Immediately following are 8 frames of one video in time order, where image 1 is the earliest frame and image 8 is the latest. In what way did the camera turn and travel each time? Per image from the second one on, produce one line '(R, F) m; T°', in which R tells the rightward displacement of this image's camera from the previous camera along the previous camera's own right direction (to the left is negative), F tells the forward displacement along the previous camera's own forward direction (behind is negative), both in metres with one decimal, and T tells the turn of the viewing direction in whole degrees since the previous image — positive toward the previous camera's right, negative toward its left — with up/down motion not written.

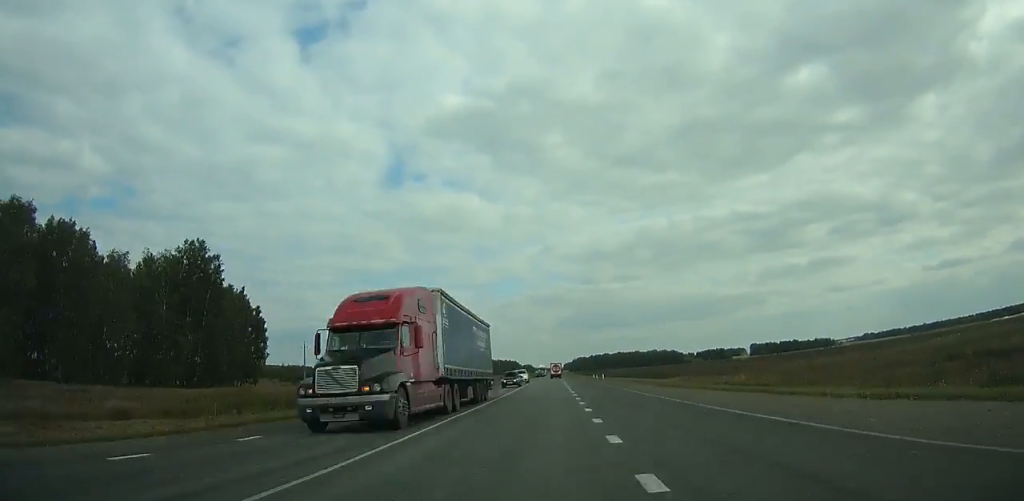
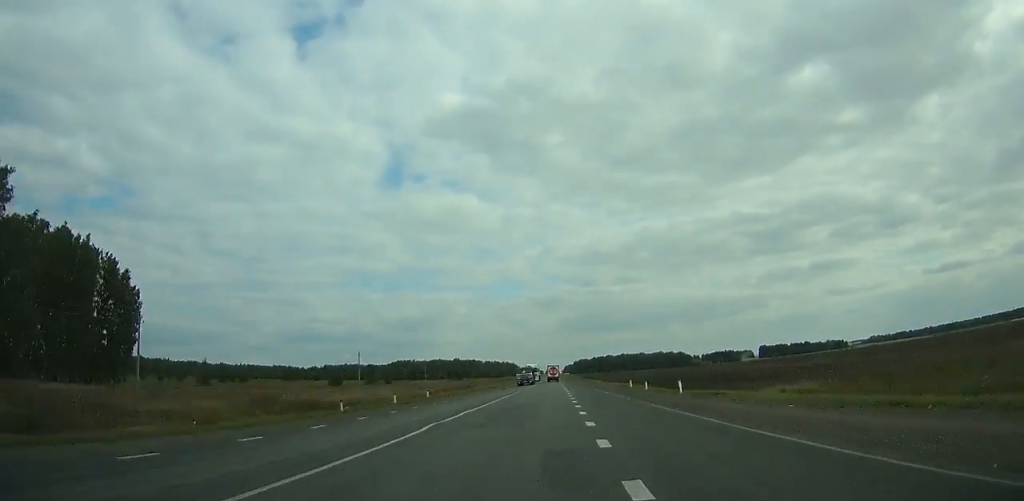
(-0.1, +48.2) m; 0°
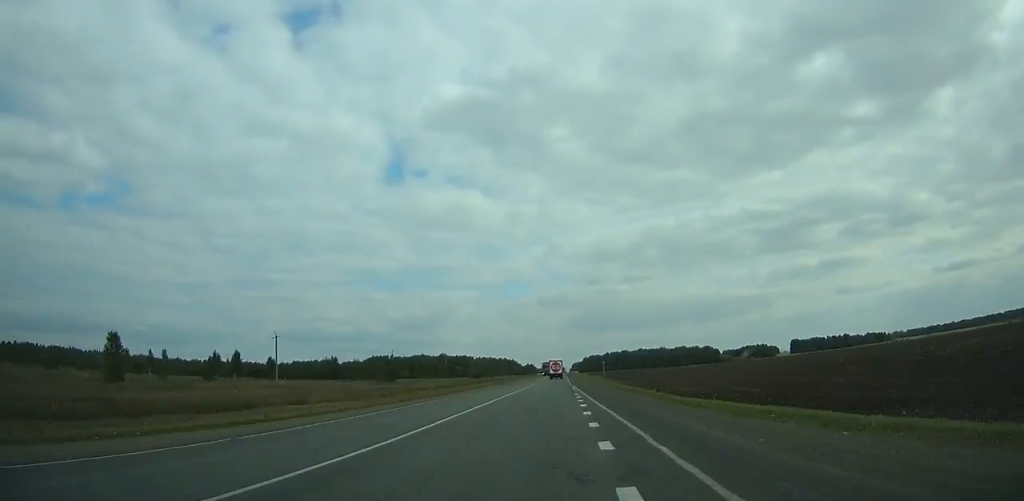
(-0.2, +119.2) m; 0°
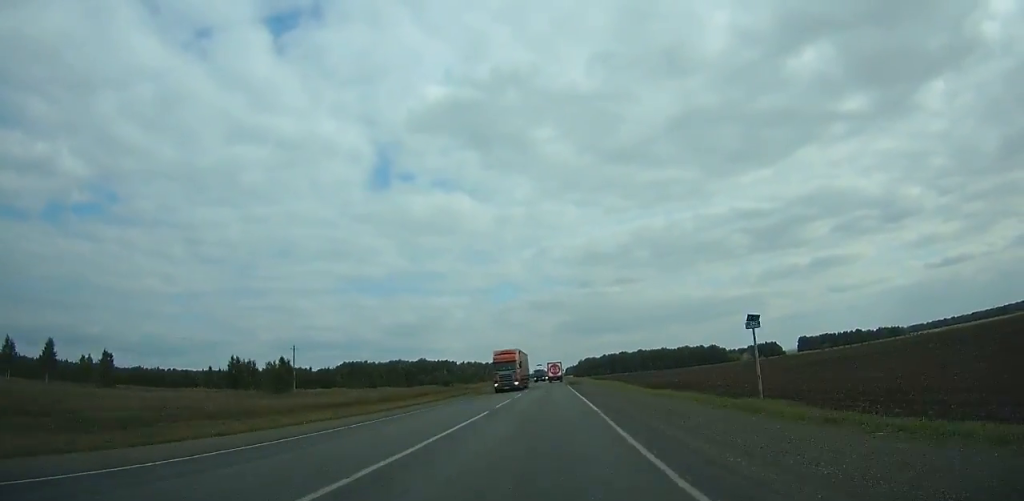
(-0.2, +61.0) m; 0°
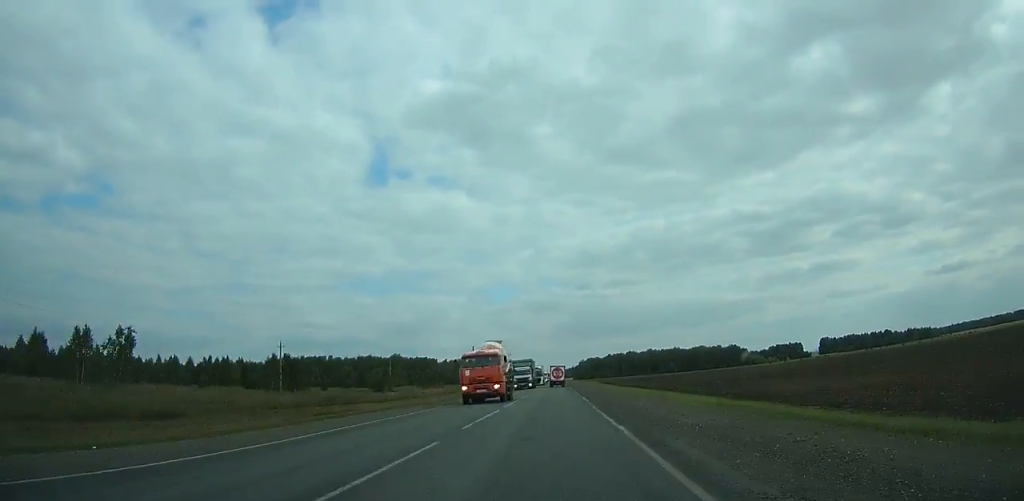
(+0.3, +83.5) m; 0°
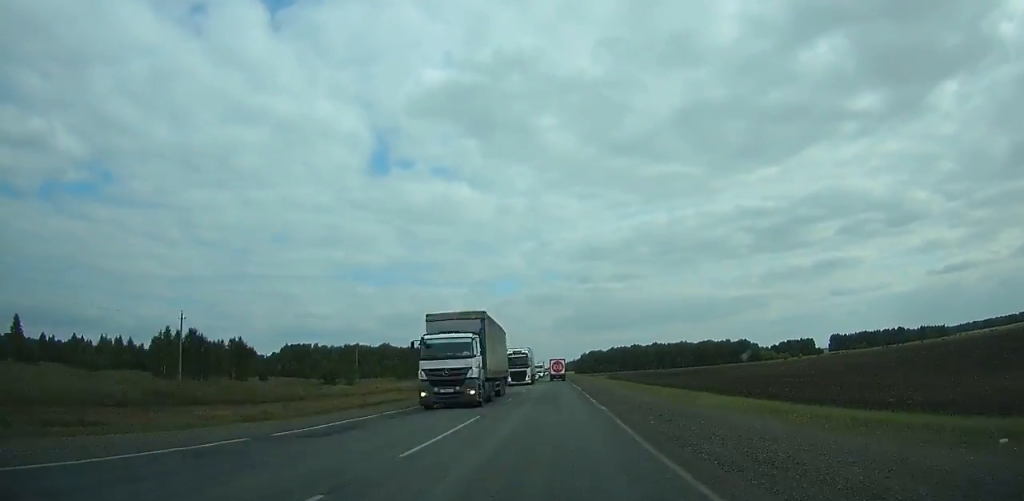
(0.0, +29.9) m; 0°
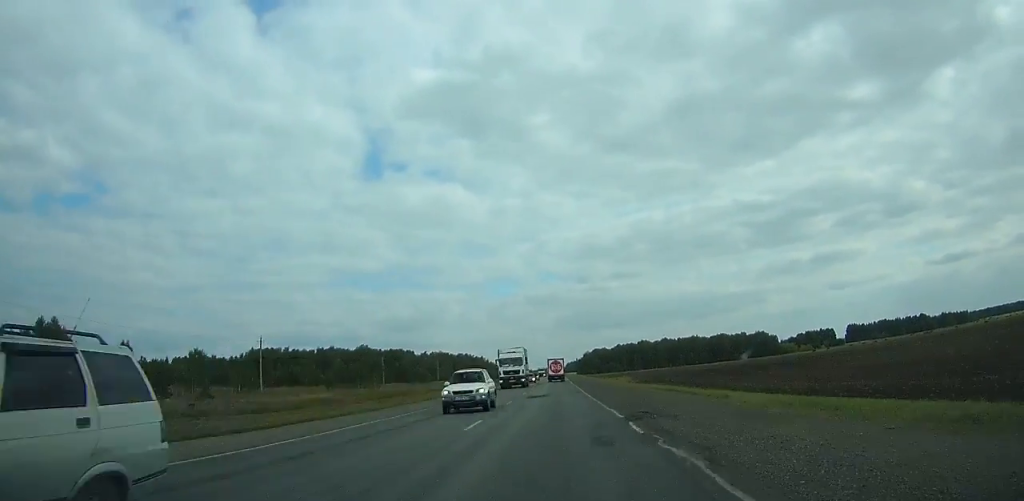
(+0.1, +48.4) m; 0°
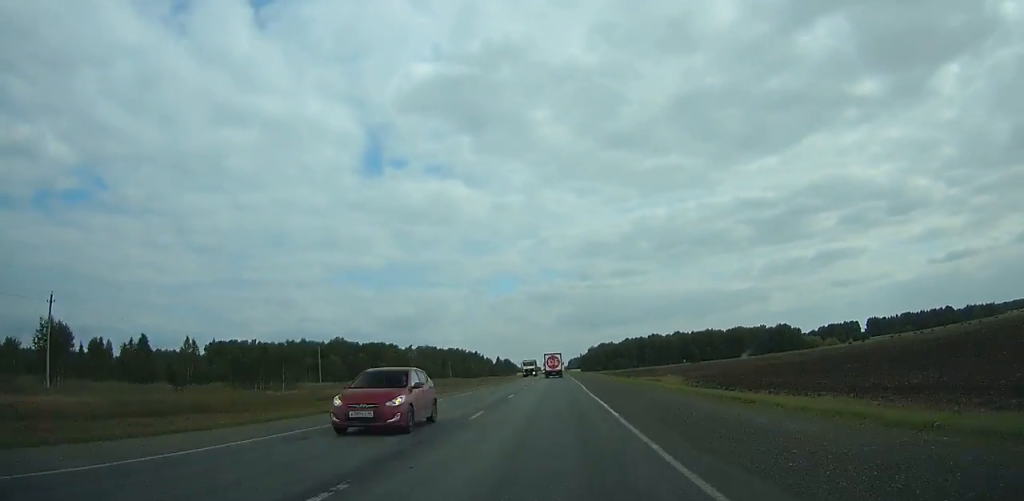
(+0.1, +46.0) m; 0°
